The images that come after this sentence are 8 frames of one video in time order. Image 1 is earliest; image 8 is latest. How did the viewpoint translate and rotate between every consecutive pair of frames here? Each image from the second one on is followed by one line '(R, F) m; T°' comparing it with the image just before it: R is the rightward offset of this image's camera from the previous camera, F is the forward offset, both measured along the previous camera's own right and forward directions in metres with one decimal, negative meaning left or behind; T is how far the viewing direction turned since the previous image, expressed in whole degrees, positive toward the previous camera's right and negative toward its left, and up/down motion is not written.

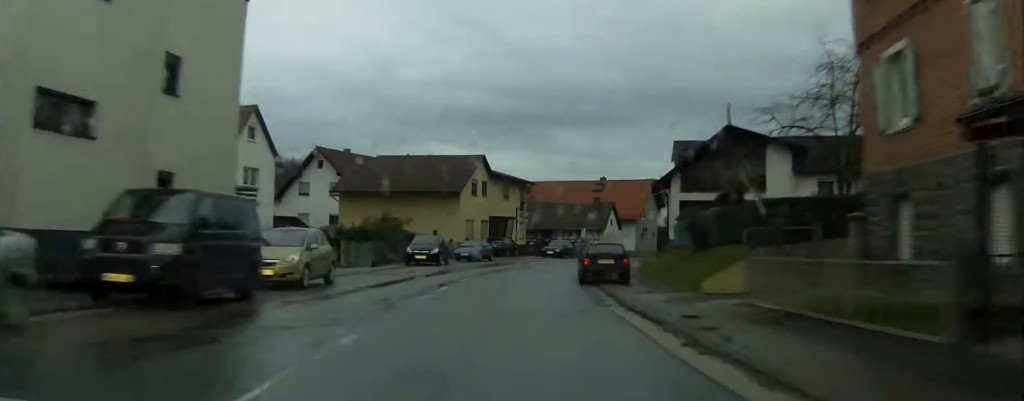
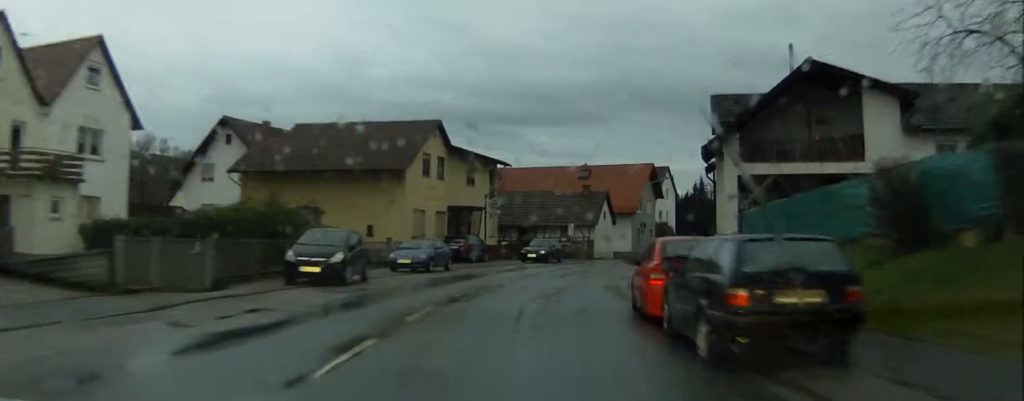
(-0.2, +19.7) m; +3°
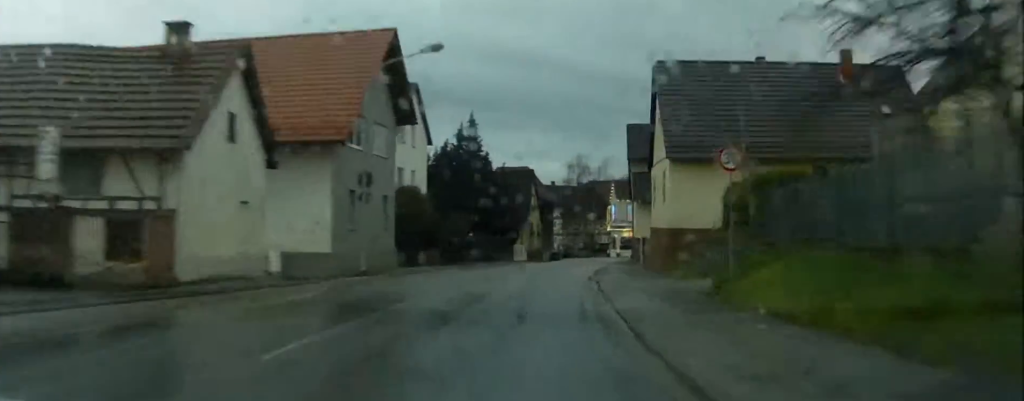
(+7.2, +51.3) m; +15°
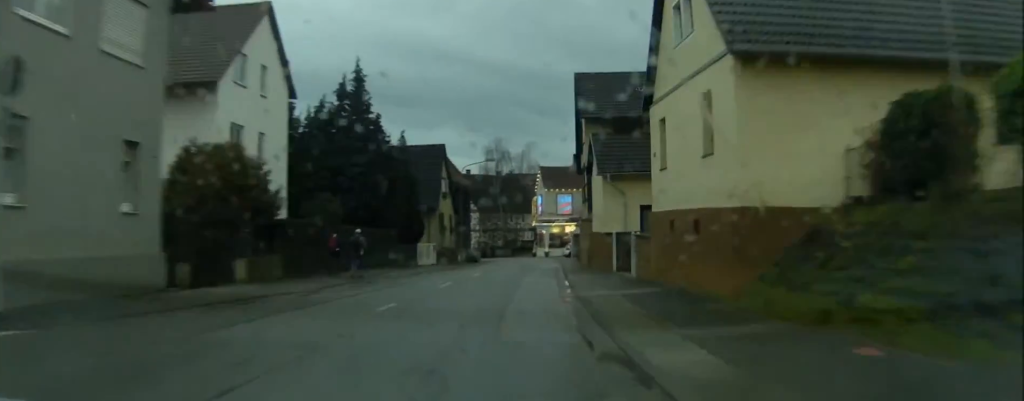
(+0.8, +18.9) m; +4°
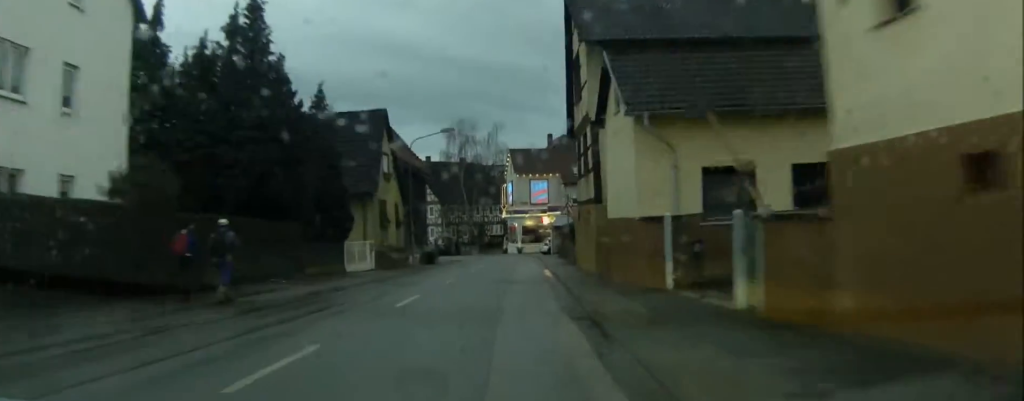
(+0.4, +14.4) m; +2°
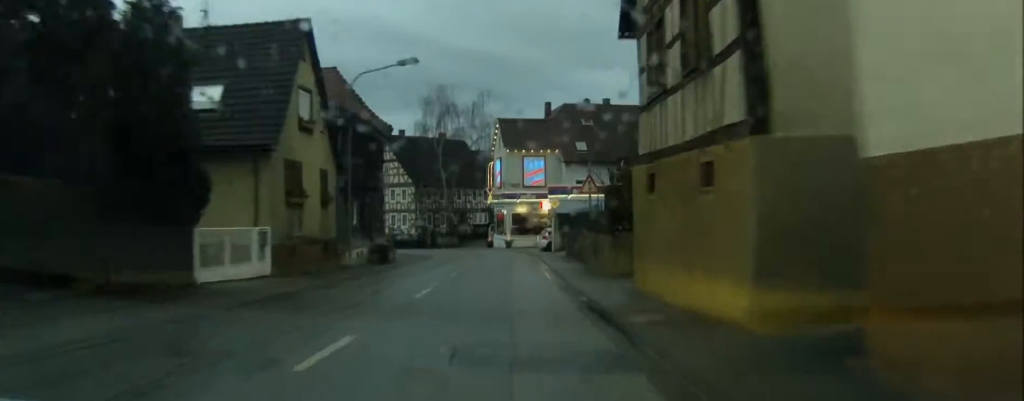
(+0.3, +17.2) m; +1°
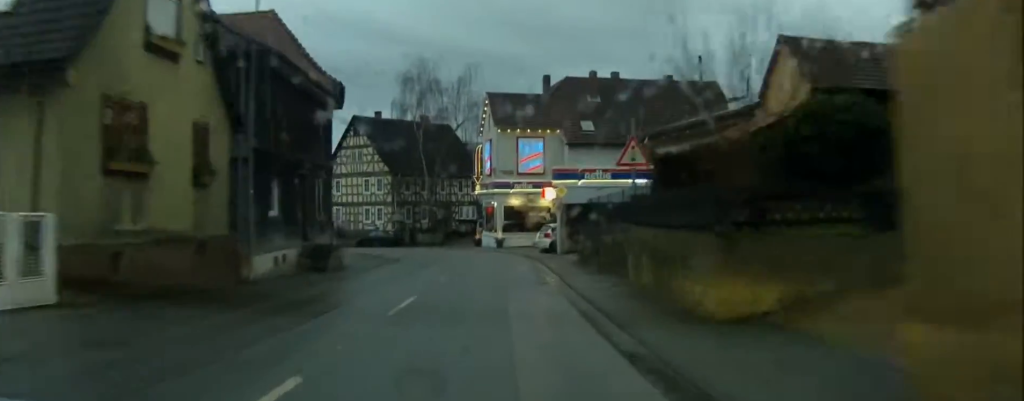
(+0.1, +12.5) m; +1°
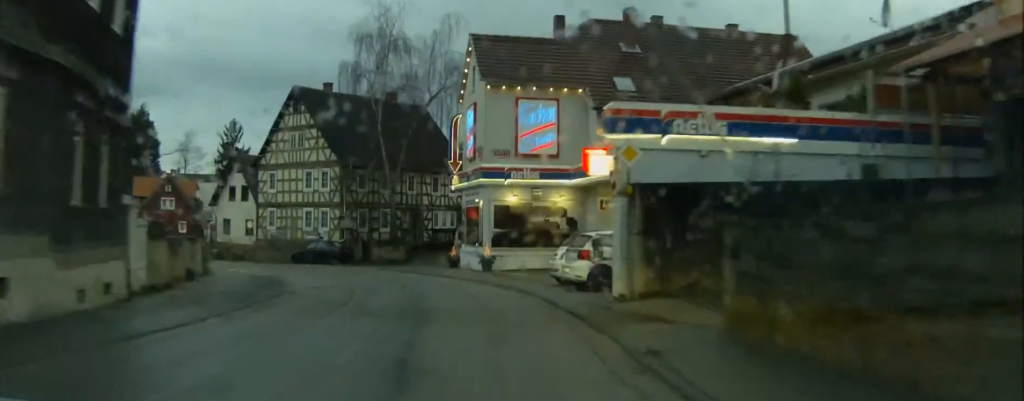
(+0.6, +22.8) m; +2°
